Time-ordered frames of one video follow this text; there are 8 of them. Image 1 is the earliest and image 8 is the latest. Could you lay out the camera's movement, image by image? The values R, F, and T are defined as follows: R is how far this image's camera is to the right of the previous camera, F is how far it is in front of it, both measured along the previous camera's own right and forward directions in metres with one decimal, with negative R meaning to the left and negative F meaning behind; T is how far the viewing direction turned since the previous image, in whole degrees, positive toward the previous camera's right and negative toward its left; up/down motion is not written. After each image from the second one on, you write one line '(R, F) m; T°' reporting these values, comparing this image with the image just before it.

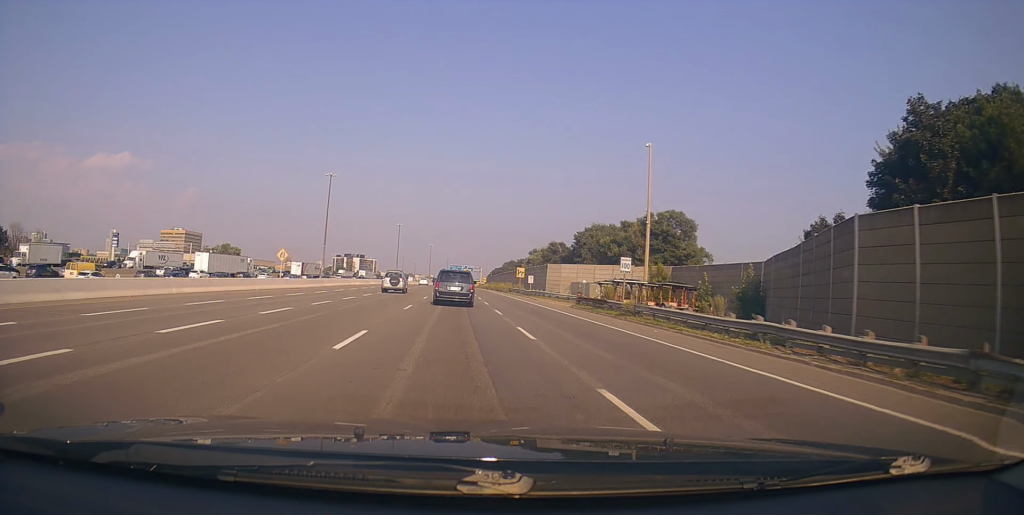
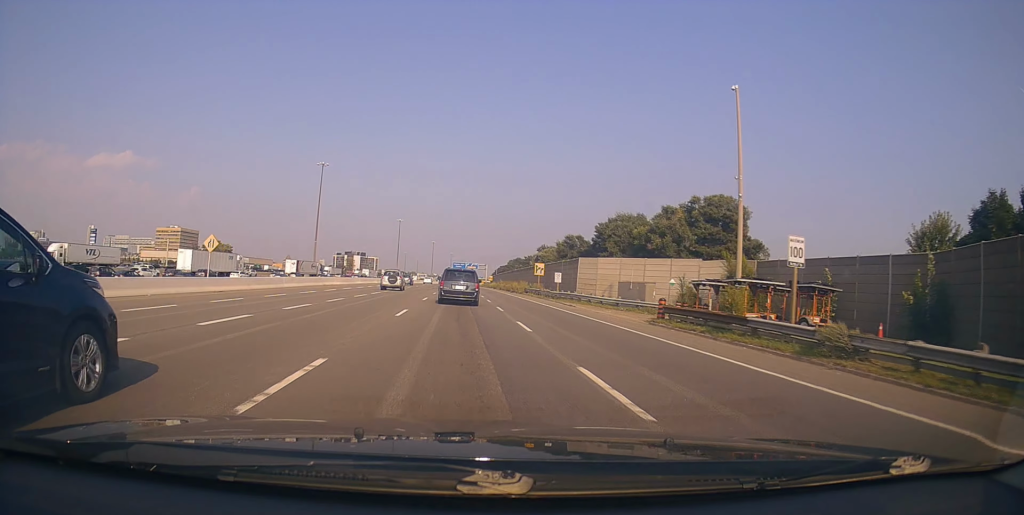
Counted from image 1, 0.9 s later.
(-0.1, +17.0) m; 0°
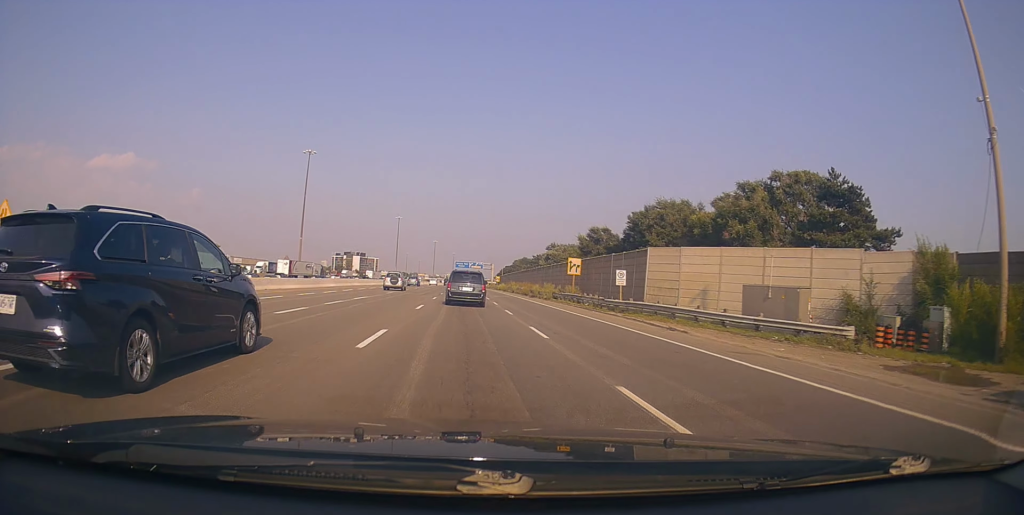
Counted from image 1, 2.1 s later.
(+0.1, +20.3) m; 0°
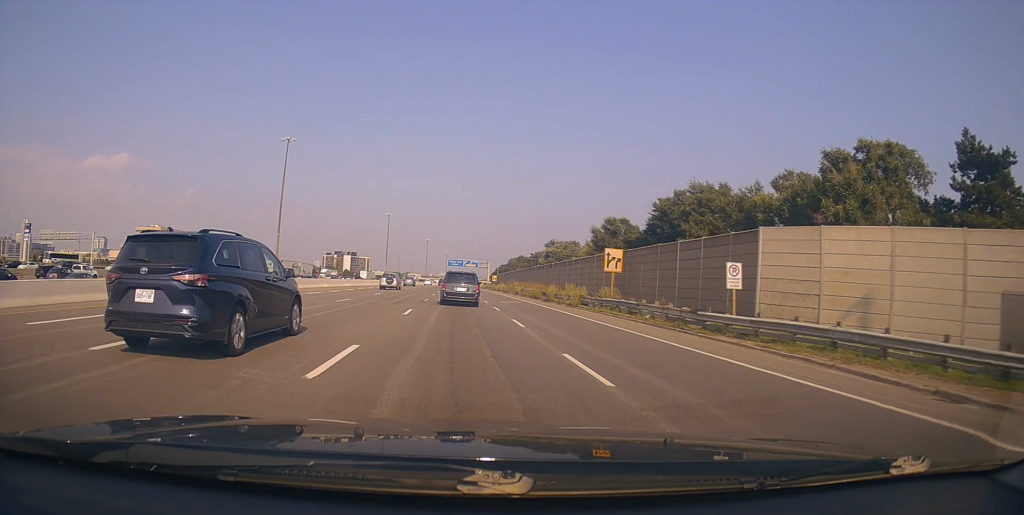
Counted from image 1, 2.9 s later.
(-0.1, +15.3) m; +1°
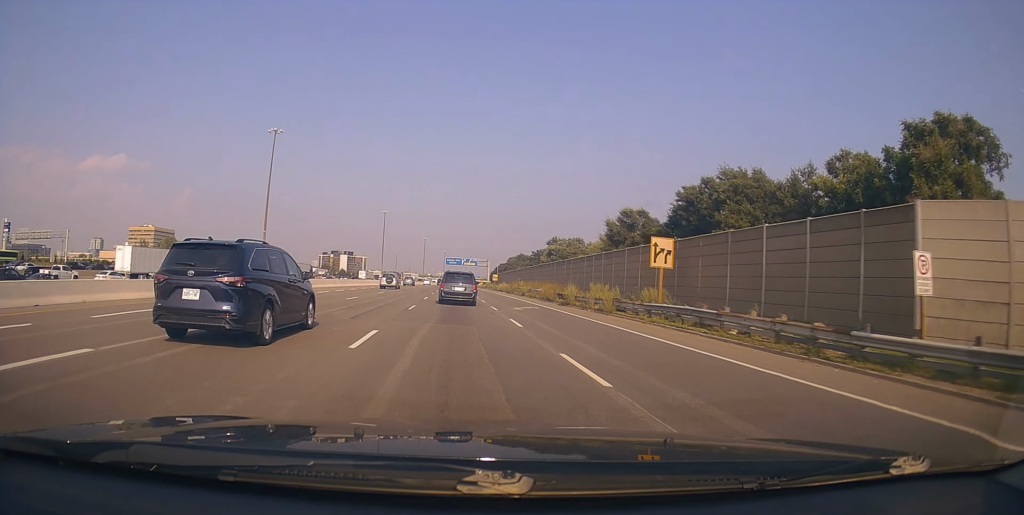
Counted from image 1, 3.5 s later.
(+0.2, +9.4) m; +1°
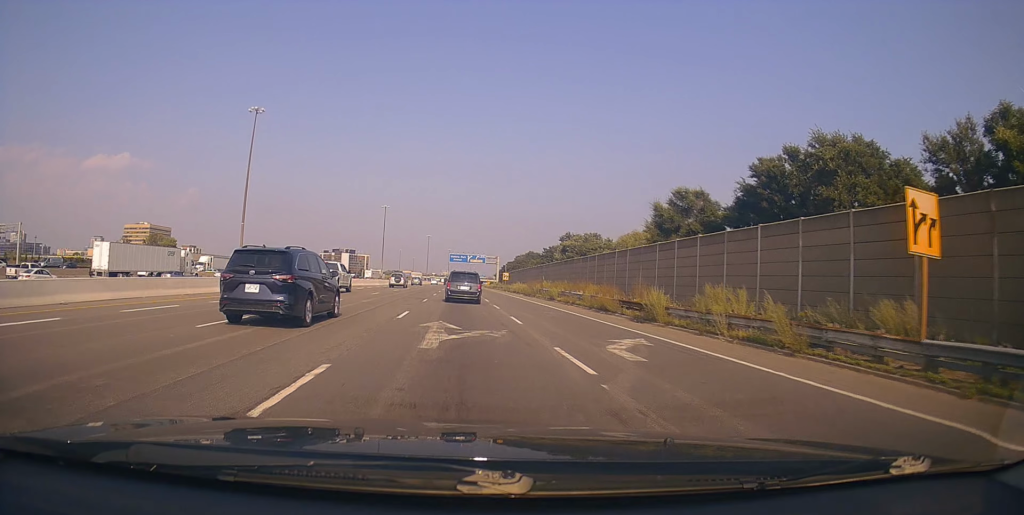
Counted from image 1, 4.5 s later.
(+0.1, +17.7) m; -1°
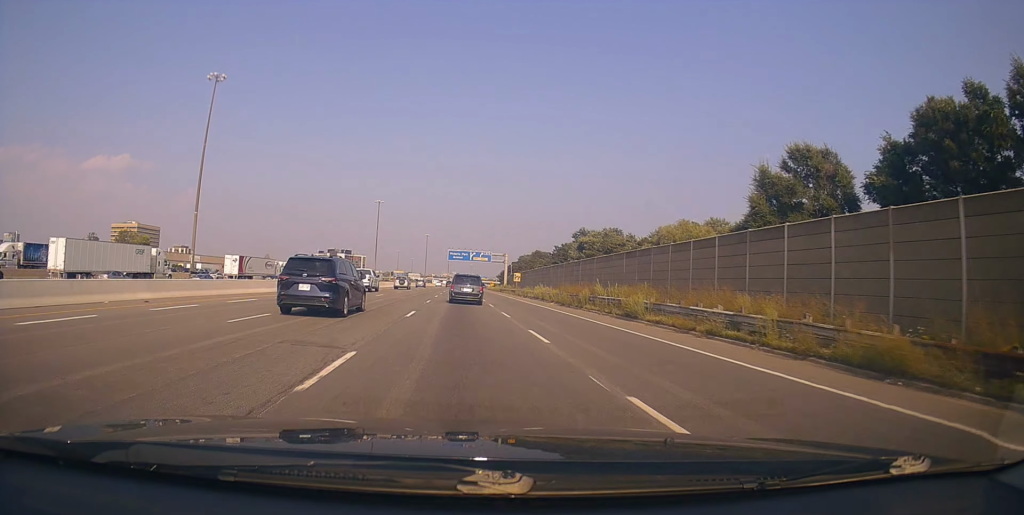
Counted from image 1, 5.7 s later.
(-0.6, +22.6) m; -1°
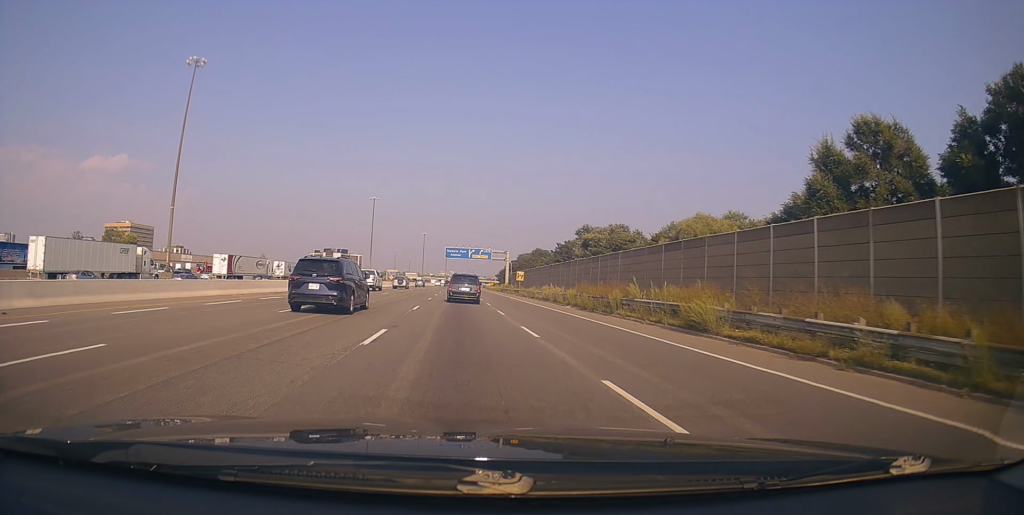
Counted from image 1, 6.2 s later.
(0.0, +8.0) m; +1°
